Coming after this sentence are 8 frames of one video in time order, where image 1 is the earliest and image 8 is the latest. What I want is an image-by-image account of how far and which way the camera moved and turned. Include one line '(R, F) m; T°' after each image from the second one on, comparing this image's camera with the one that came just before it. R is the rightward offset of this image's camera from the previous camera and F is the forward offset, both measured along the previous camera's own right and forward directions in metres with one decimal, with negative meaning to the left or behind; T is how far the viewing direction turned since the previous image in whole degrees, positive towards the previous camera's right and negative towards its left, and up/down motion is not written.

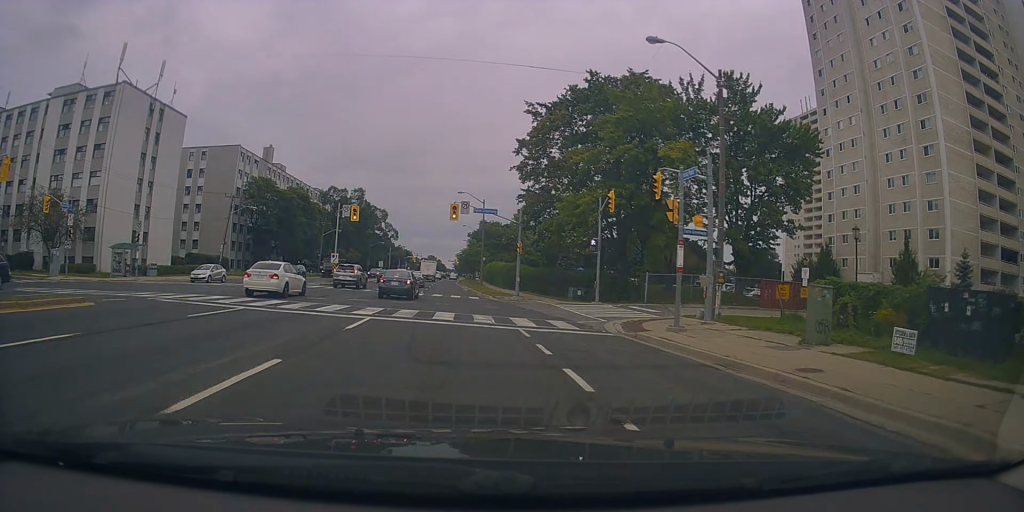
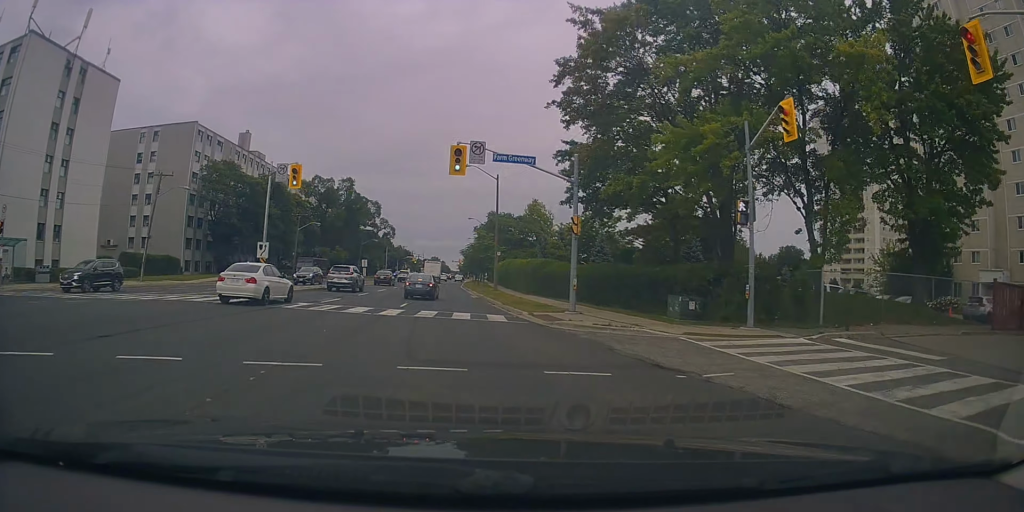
(+0.1, +17.2) m; +1°
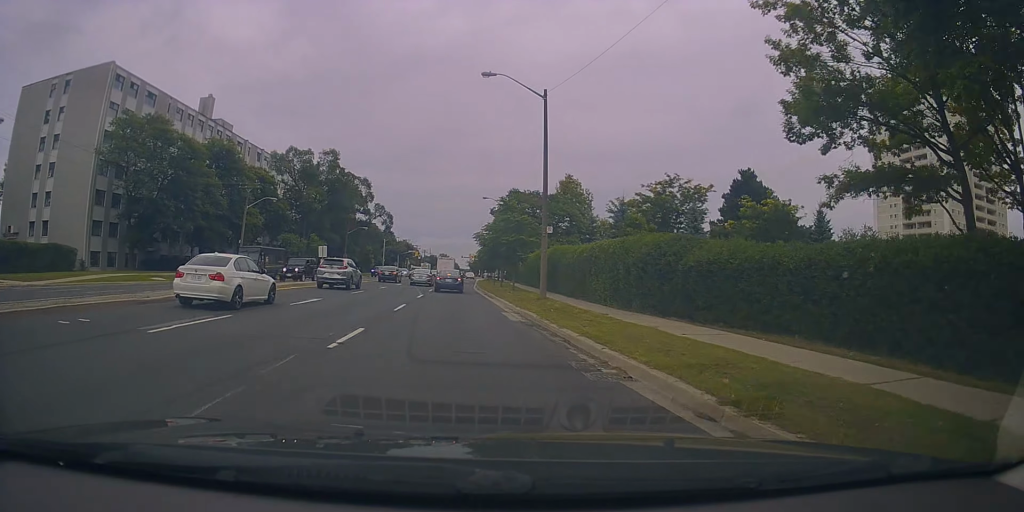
(0.0, +23.1) m; -1°
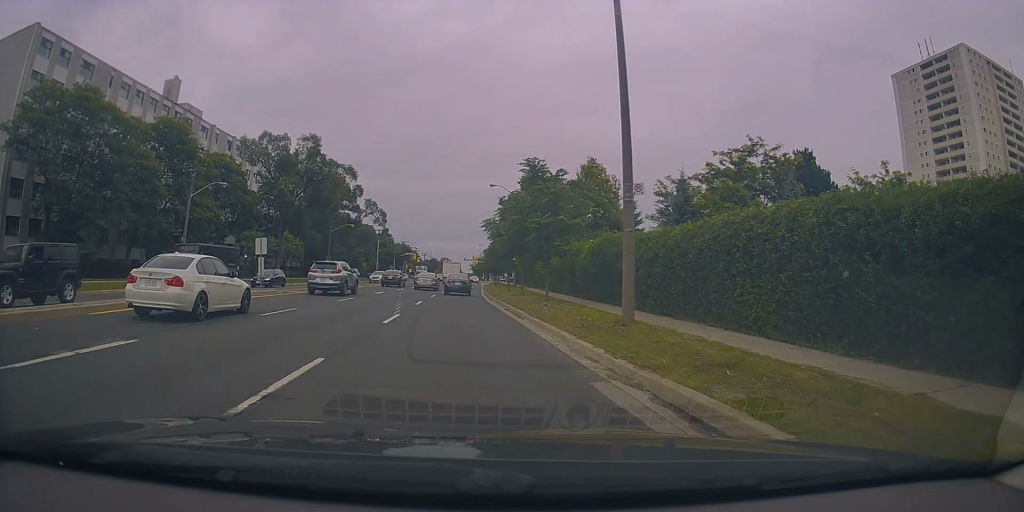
(0.0, +13.1) m; -1°
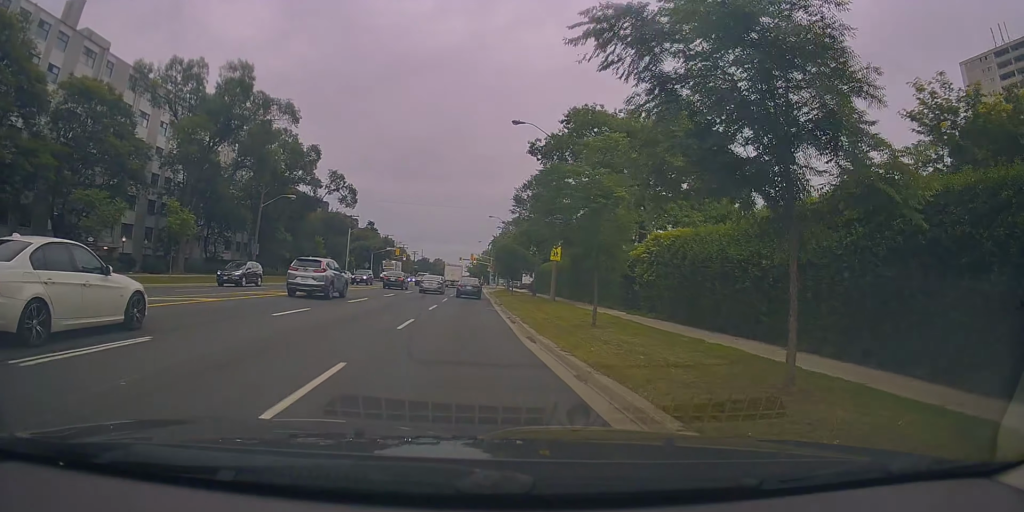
(-0.3, +27.5) m; 0°
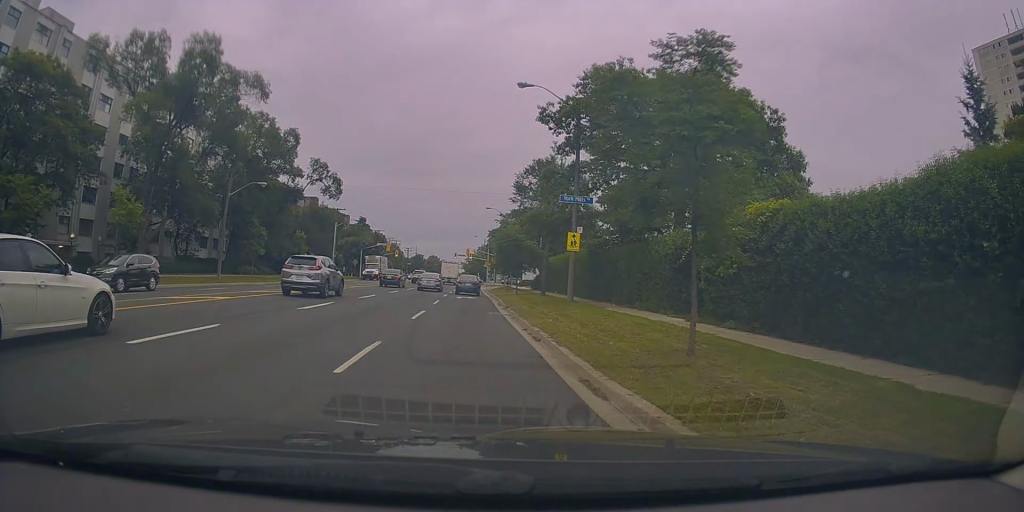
(0.0, +6.7) m; 0°
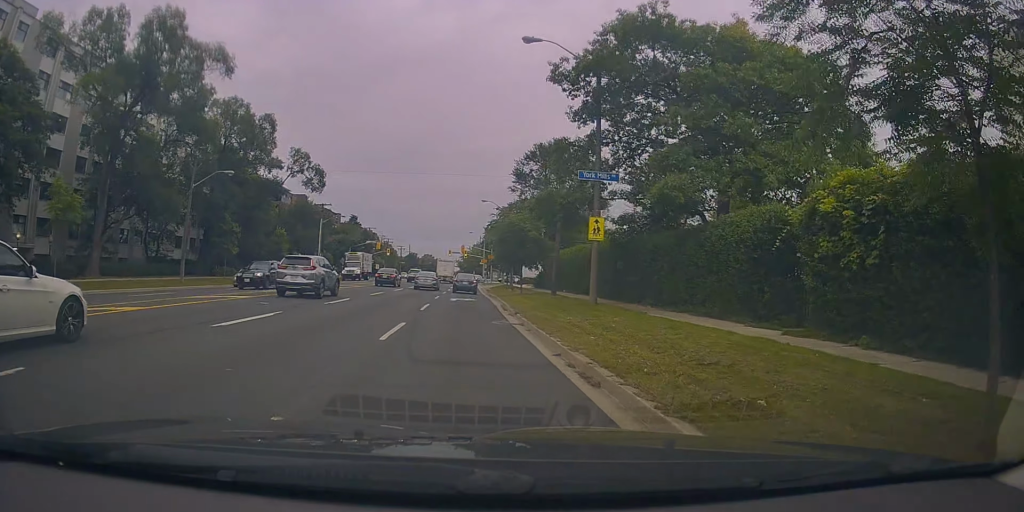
(+0.1, +5.7) m; 0°
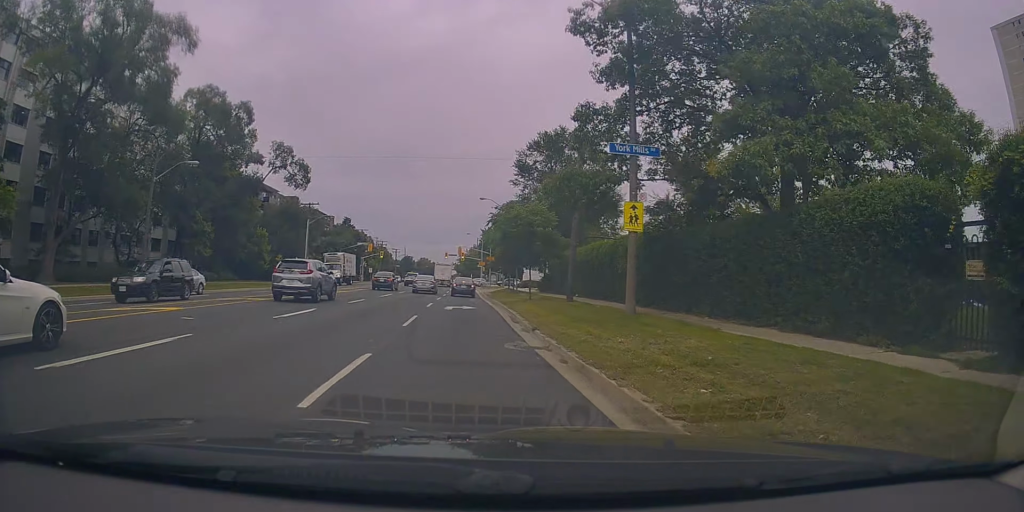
(0.0, +5.3) m; 0°
